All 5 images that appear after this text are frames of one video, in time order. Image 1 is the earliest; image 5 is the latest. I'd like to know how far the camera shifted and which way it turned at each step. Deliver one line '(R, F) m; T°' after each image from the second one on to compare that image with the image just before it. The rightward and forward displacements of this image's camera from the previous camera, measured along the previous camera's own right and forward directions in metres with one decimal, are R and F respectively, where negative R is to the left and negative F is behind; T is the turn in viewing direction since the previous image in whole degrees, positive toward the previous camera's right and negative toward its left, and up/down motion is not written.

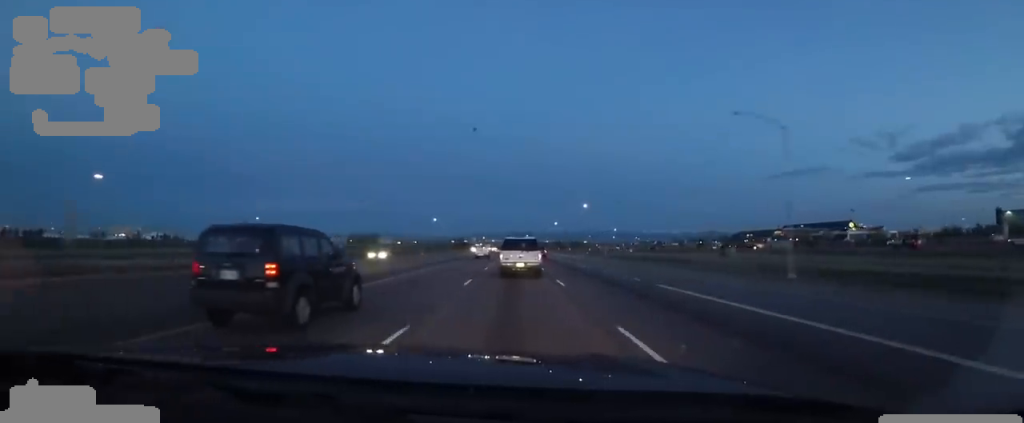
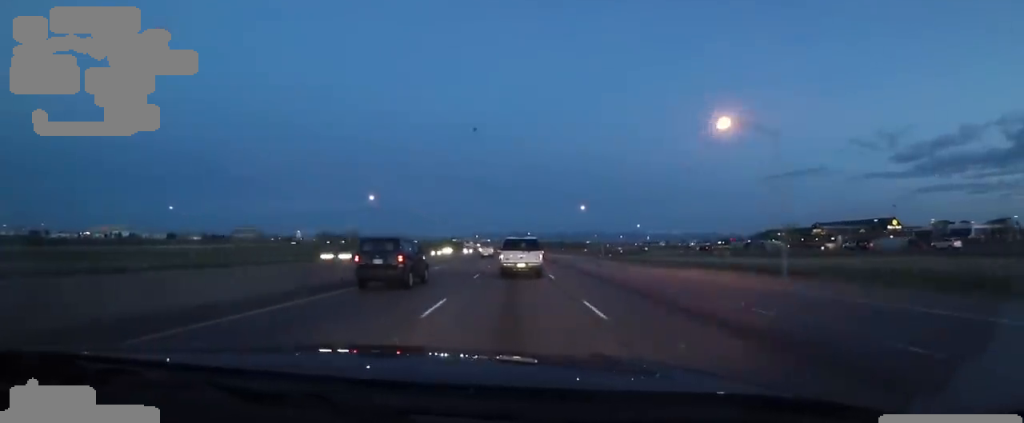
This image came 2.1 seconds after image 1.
(-0.3, +58.2) m; 0°
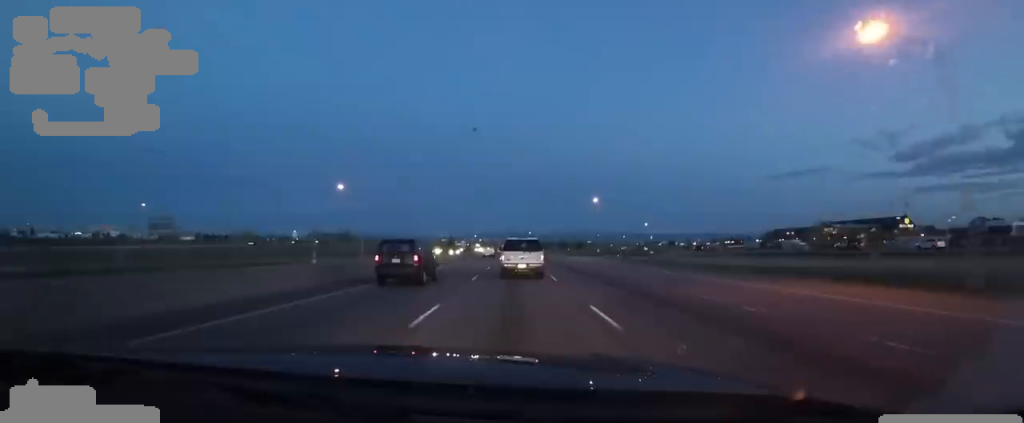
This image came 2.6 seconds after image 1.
(+0.2, +13.2) m; 0°
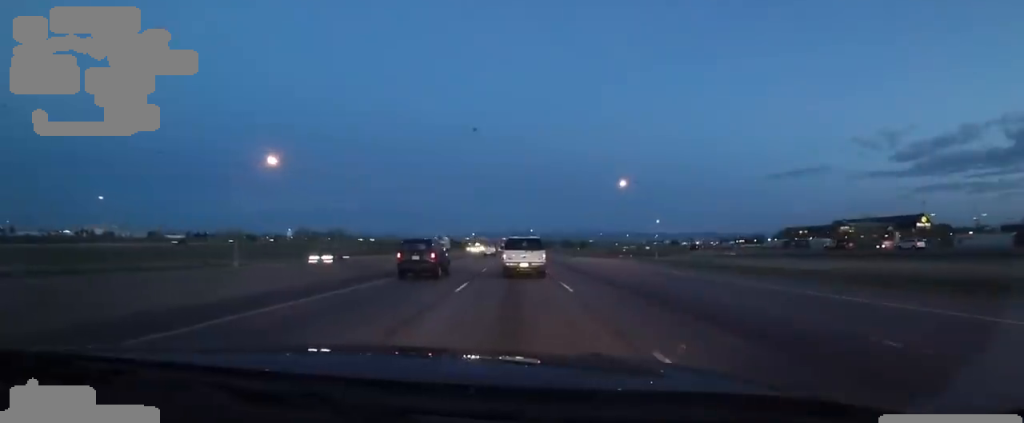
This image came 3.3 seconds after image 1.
(-0.1, +17.4) m; 0°
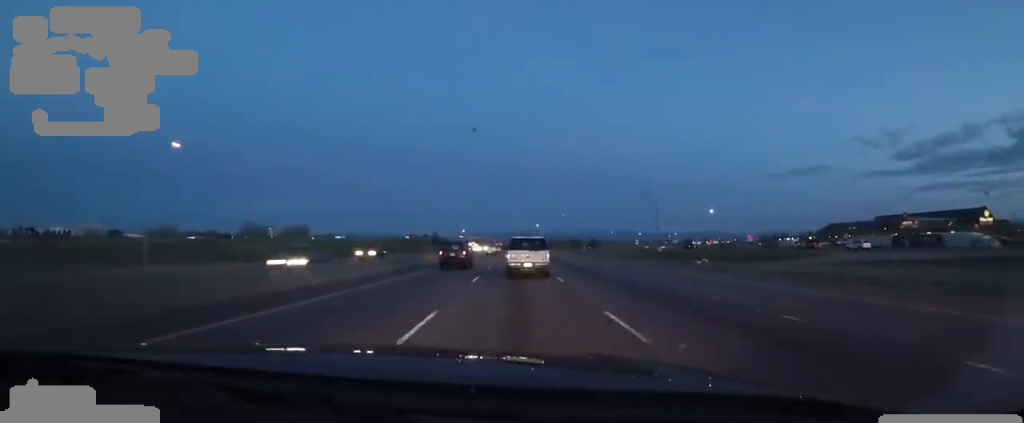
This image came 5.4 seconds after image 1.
(-0.2, +55.7) m; 0°
